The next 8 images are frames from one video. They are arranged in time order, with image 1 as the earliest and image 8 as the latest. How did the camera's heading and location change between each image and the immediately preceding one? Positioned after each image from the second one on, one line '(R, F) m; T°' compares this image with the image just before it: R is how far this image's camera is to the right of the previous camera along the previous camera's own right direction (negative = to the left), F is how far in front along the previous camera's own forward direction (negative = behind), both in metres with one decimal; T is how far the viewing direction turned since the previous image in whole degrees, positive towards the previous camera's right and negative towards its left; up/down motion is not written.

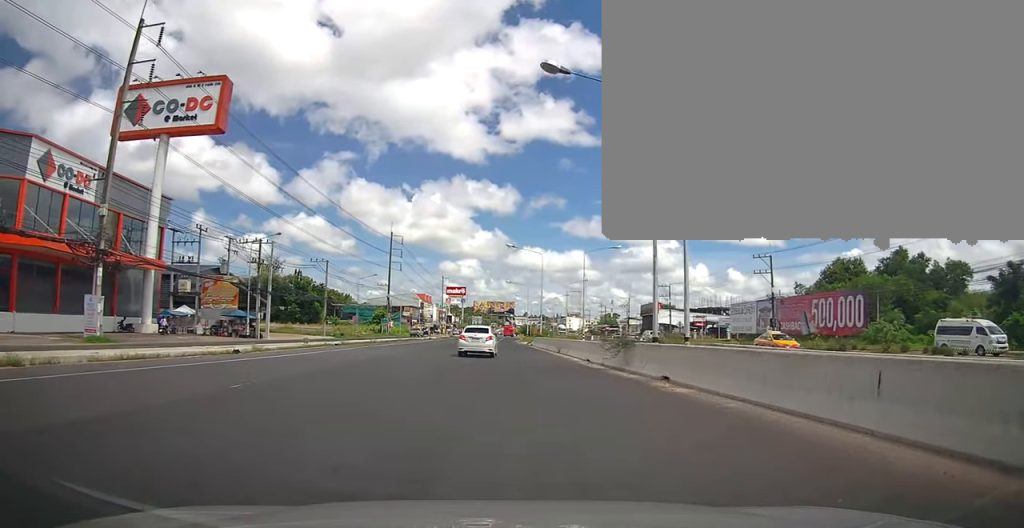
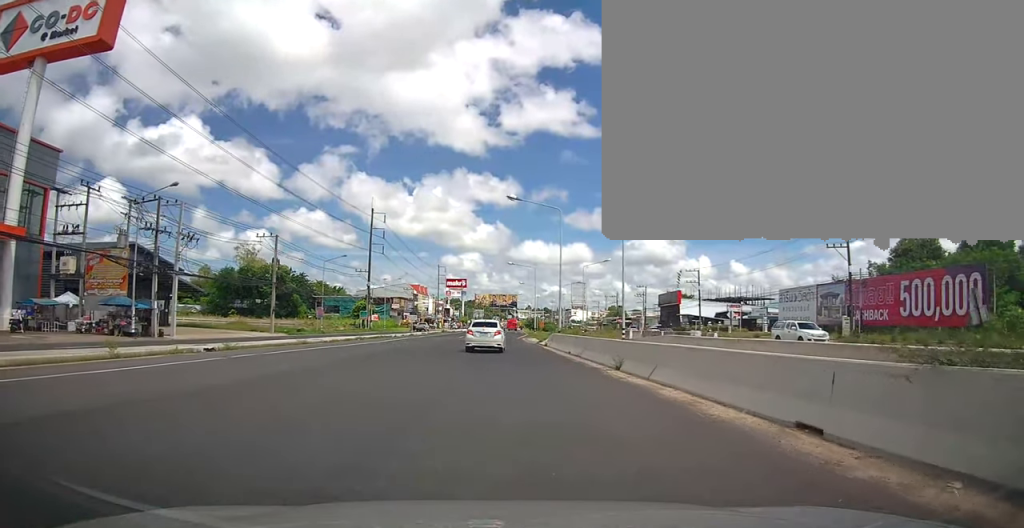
(-0.4, +17.5) m; -1°
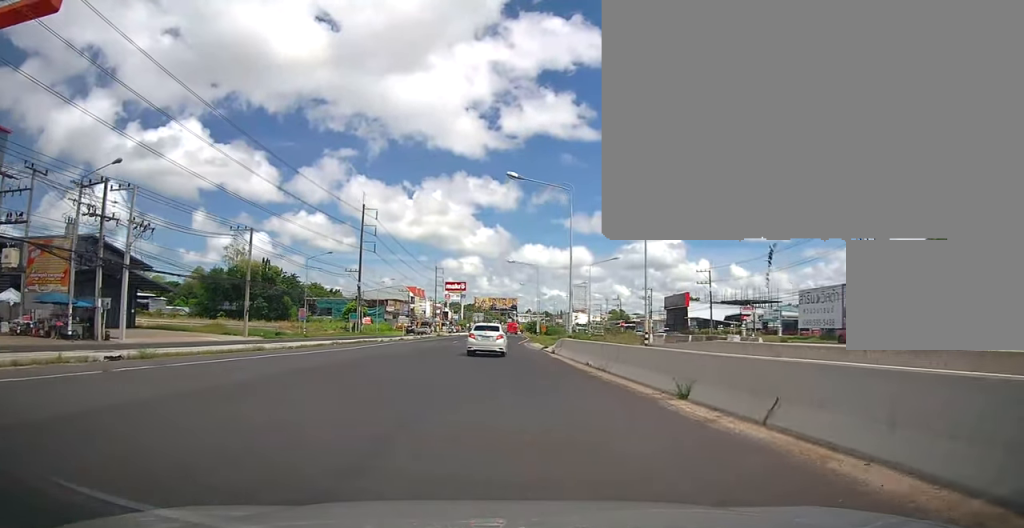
(0.0, +5.9) m; 0°
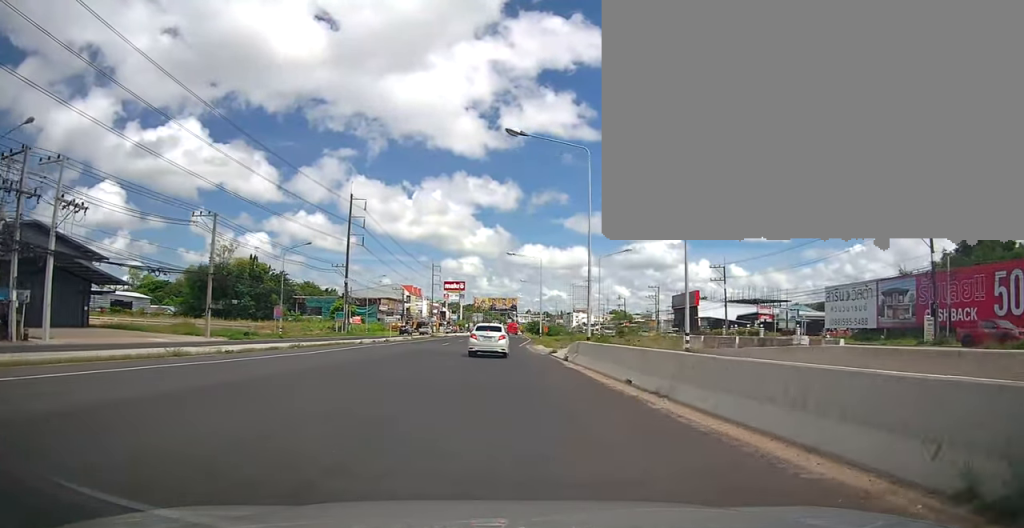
(0.0, +6.9) m; 0°
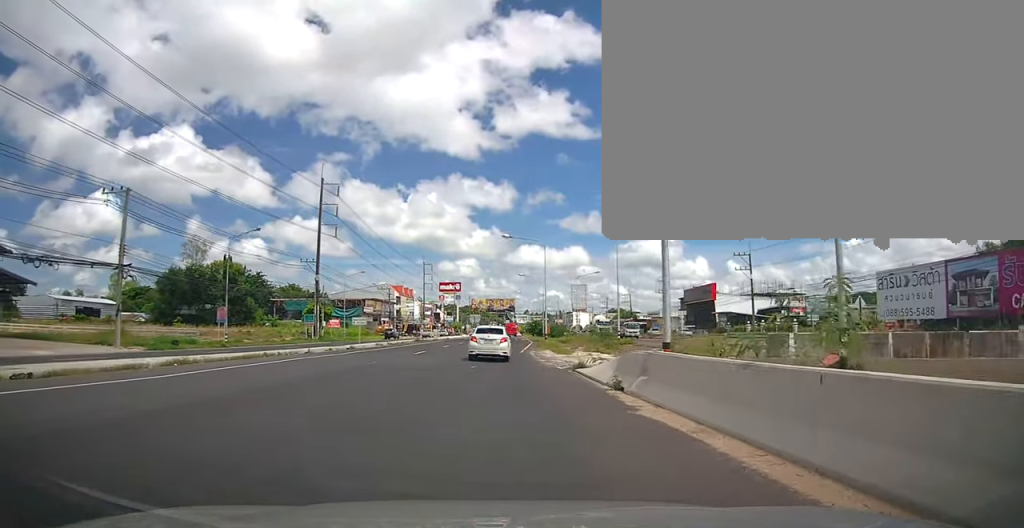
(+0.1, +11.4) m; 0°
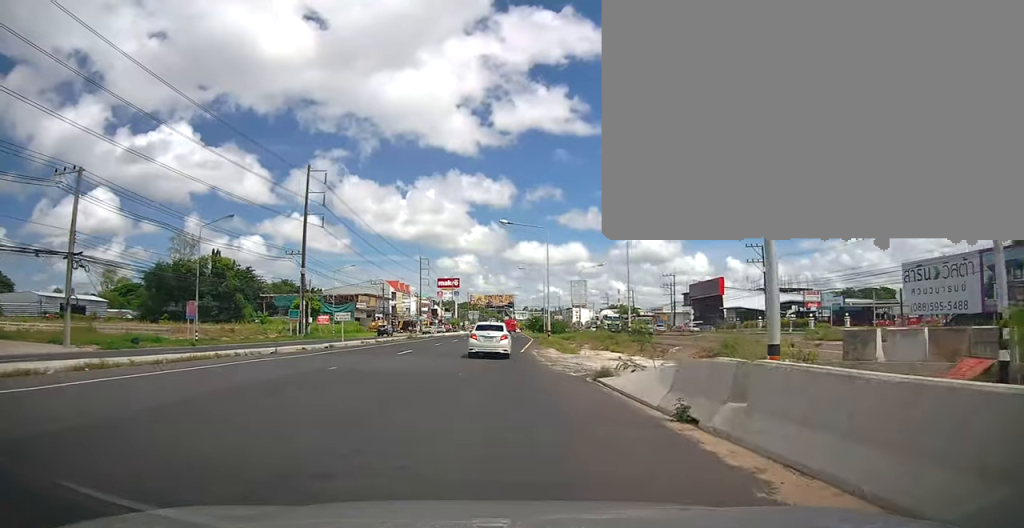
(0.0, +4.6) m; 0°
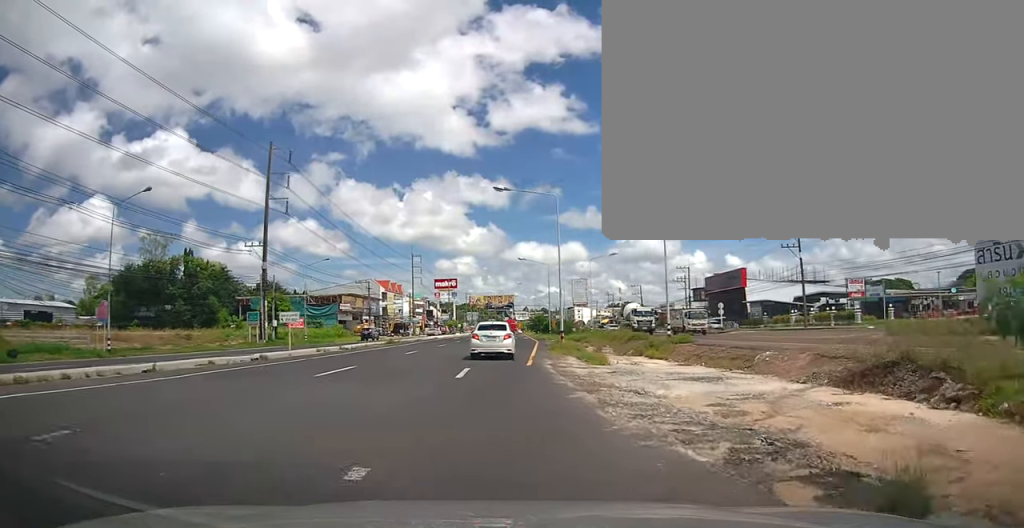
(0.0, +10.6) m; +1°
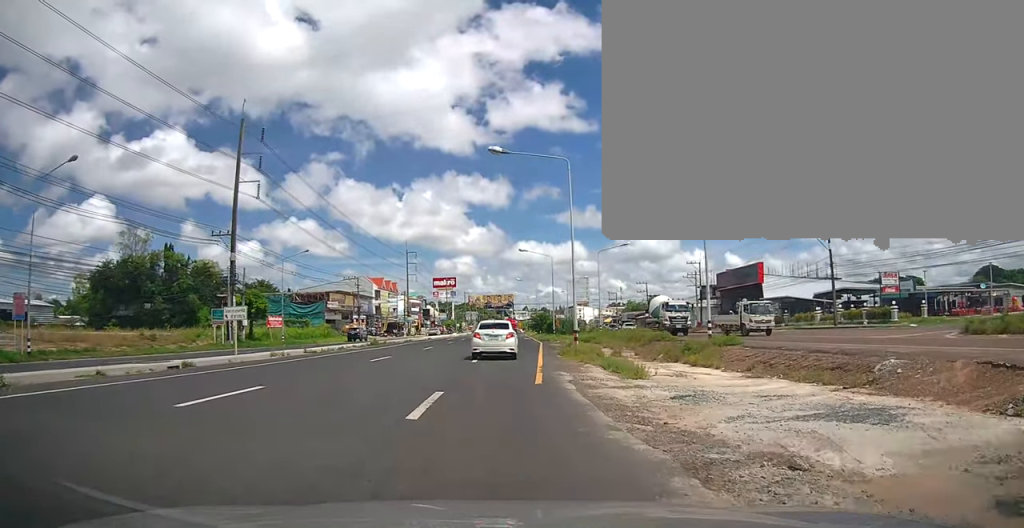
(0.0, +6.9) m; +1°
